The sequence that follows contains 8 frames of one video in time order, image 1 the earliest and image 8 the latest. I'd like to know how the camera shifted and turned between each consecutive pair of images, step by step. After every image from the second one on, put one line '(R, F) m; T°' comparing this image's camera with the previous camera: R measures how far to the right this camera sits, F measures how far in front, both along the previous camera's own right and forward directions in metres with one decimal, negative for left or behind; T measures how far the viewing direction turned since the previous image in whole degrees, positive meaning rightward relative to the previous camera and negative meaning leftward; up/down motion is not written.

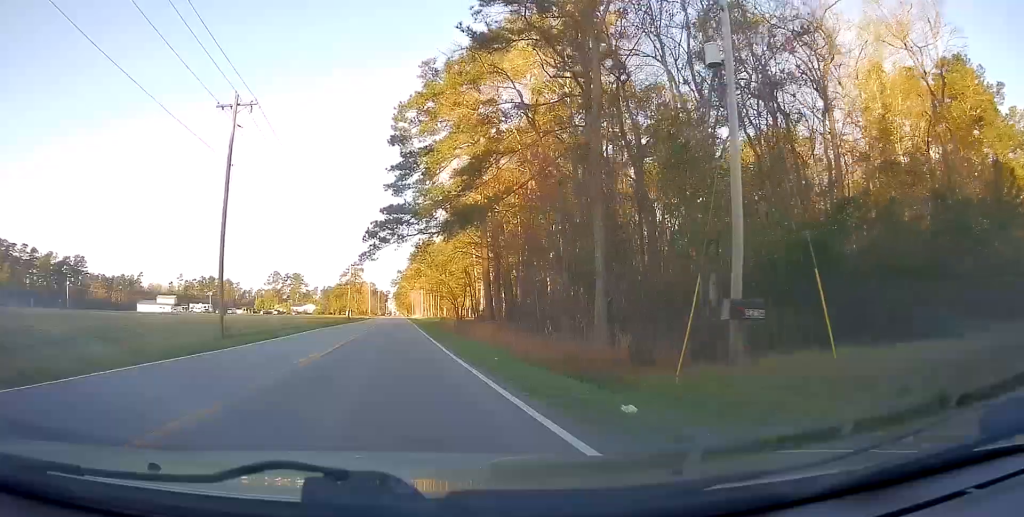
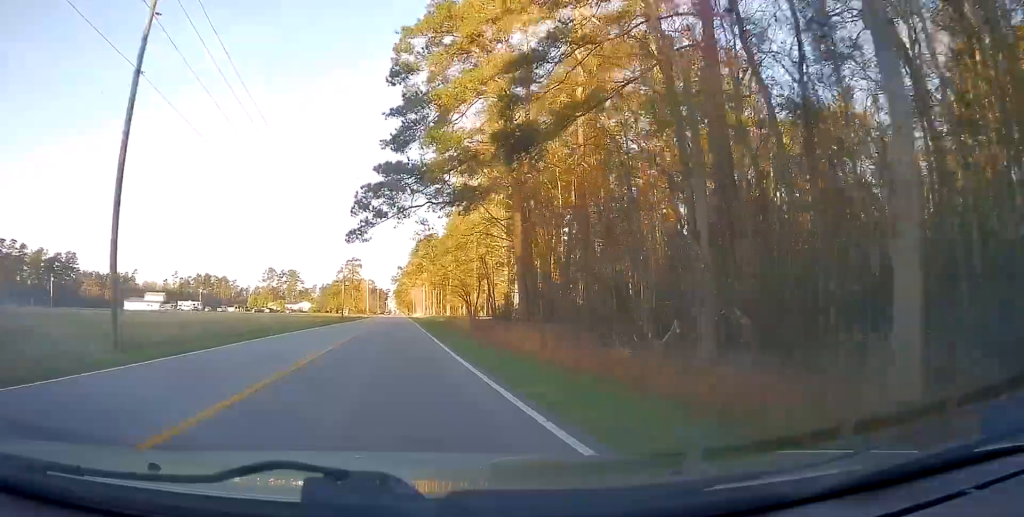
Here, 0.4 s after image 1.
(-0.2, +12.2) m; -1°
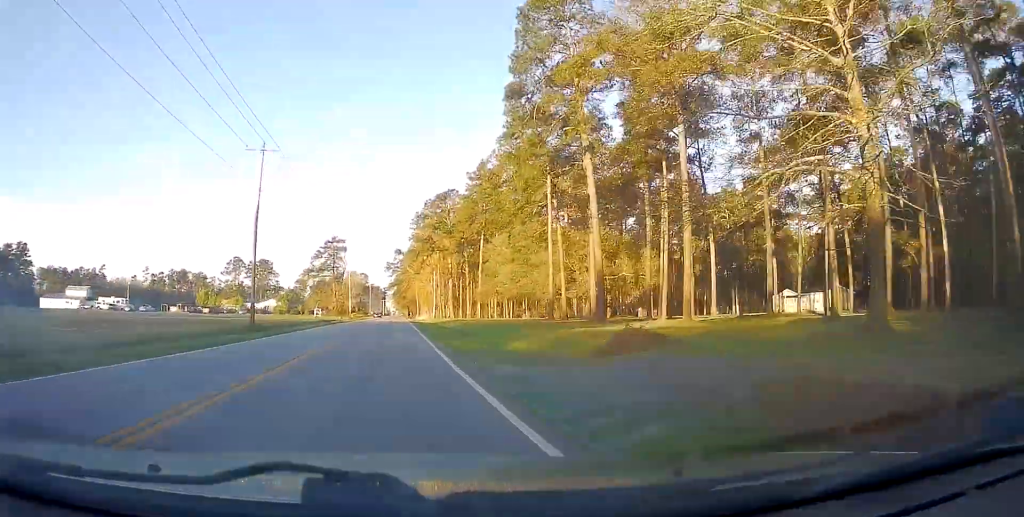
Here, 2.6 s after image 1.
(+1.4, +59.9) m; +2°
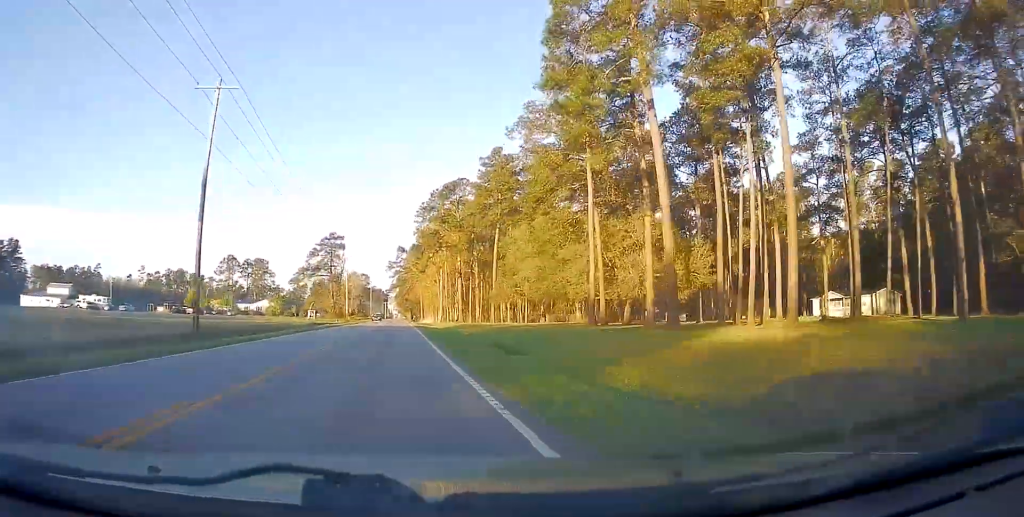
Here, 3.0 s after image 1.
(-0.1, +11.9) m; 0°
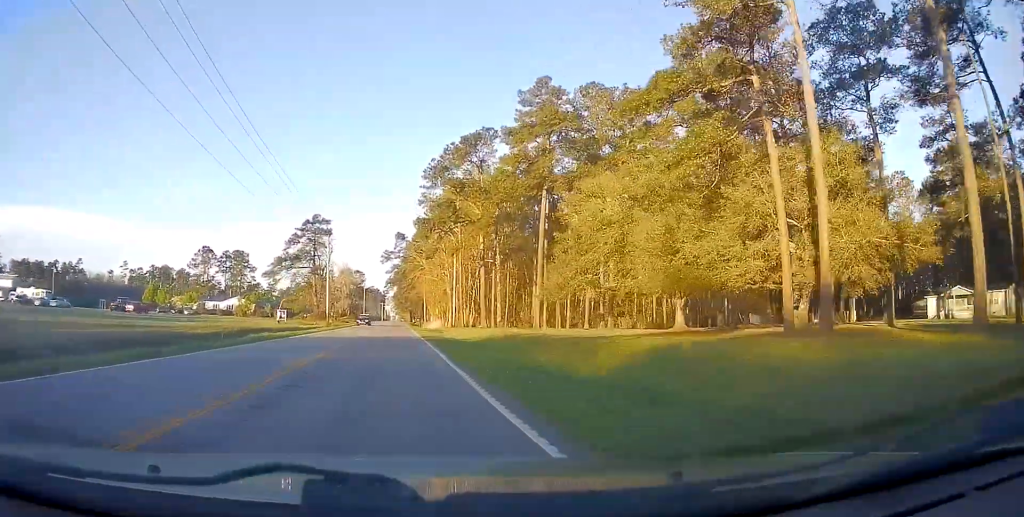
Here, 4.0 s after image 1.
(+0.3, +28.3) m; 0°
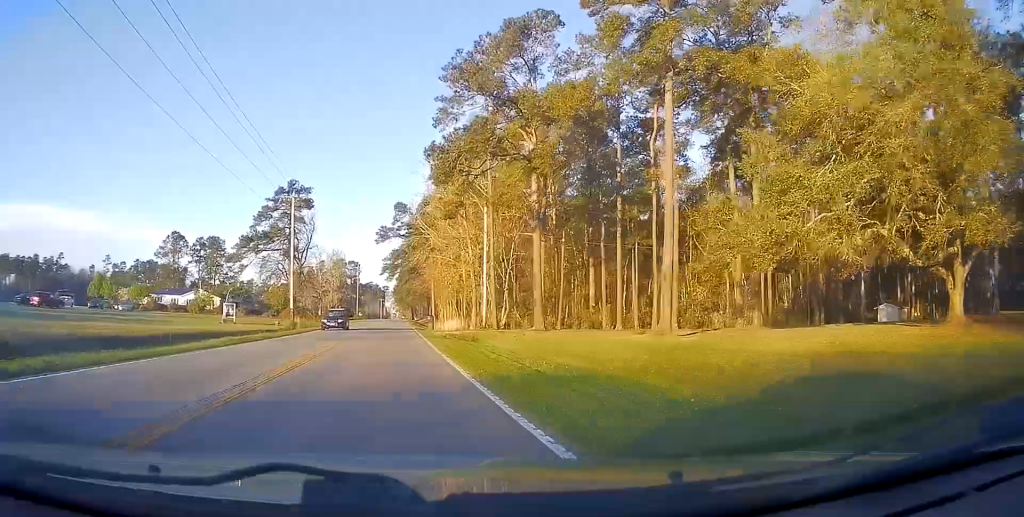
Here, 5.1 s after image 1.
(-0.2, +27.8) m; 0°
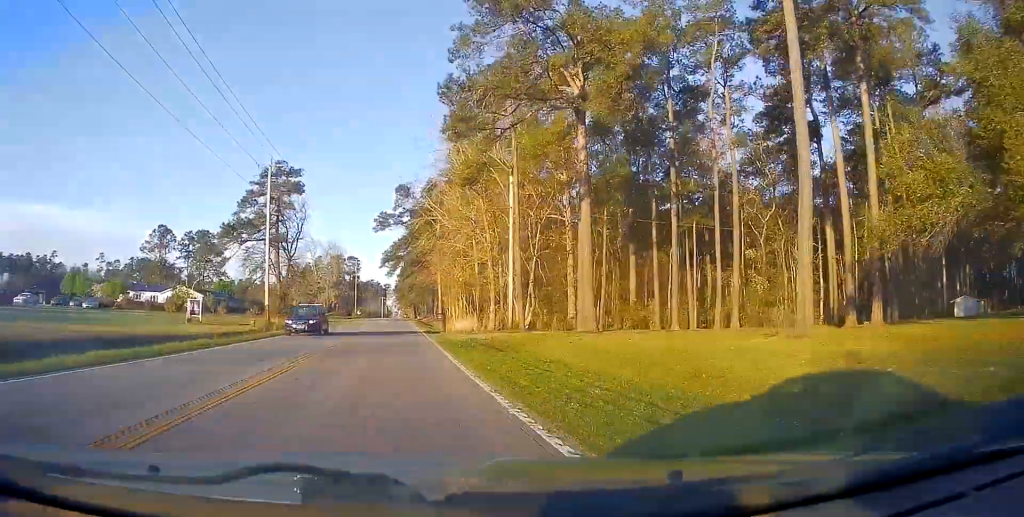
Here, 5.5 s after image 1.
(-0.2, +11.0) m; 0°
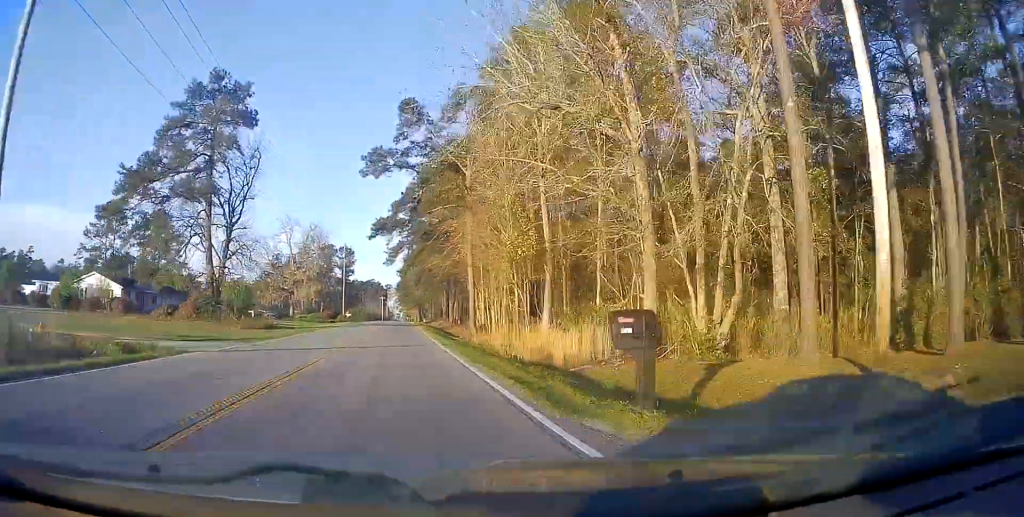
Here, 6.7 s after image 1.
(+0.2, +30.5) m; -1°
